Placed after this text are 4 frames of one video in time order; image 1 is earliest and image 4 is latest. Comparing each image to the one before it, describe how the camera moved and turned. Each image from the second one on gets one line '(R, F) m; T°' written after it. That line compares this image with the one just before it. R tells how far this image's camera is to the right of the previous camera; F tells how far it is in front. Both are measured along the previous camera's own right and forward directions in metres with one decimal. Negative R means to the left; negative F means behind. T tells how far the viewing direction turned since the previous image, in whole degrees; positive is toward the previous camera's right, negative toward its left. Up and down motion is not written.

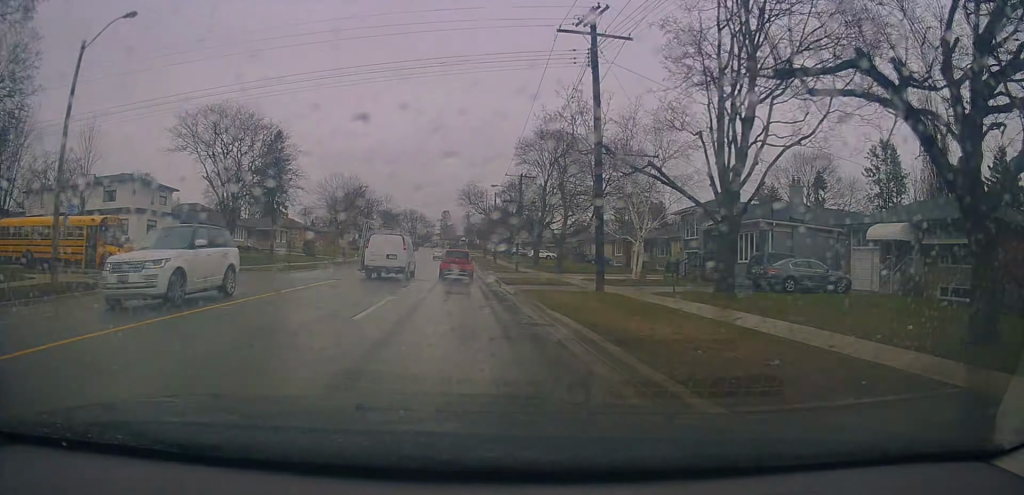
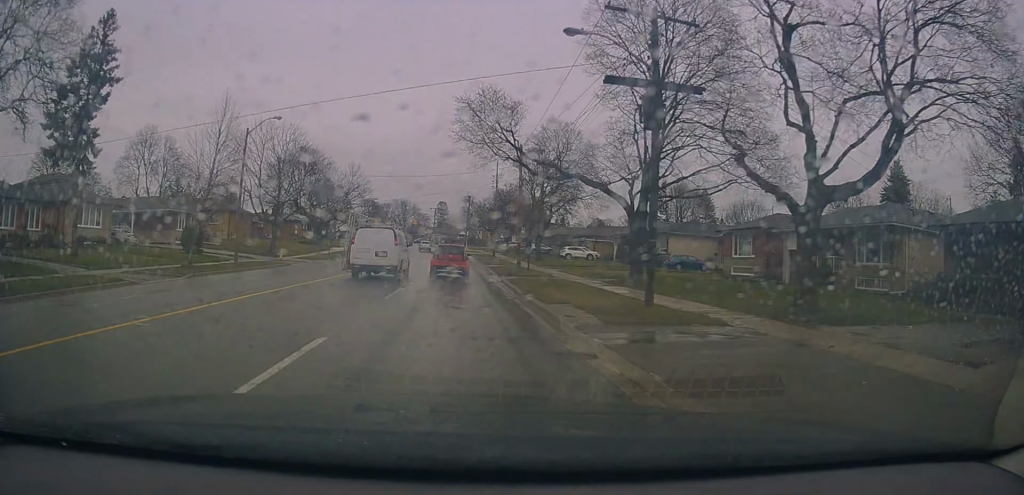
(-1.5, +33.9) m; -2°
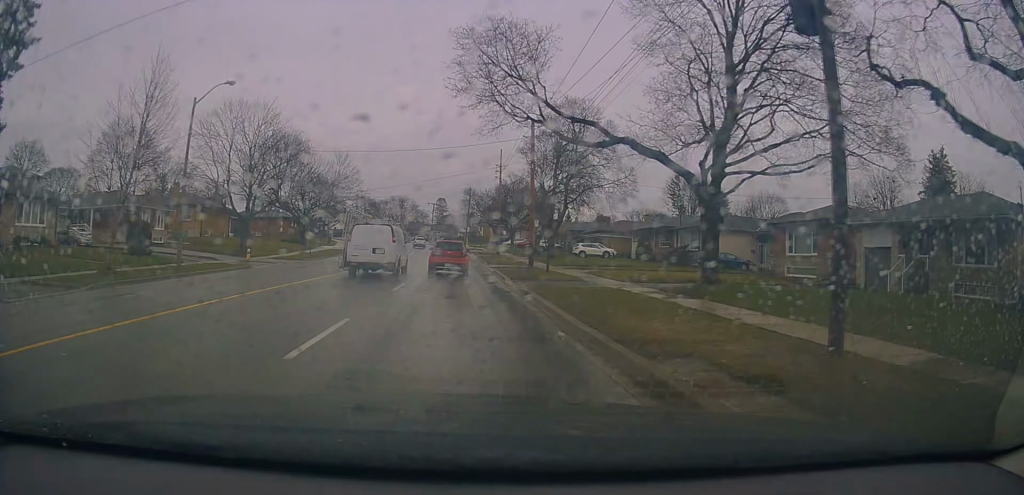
(+0.5, +7.5) m; +1°
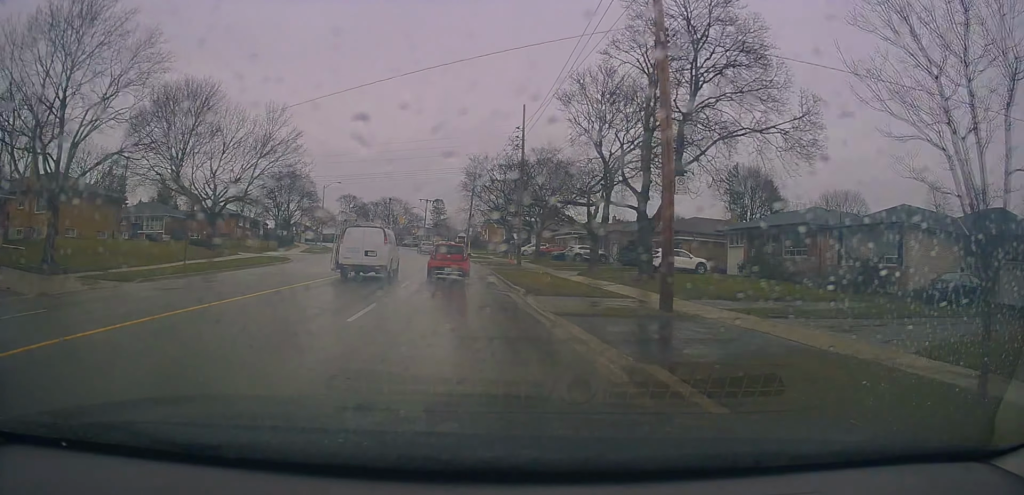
(-0.7, +26.4) m; -3°
